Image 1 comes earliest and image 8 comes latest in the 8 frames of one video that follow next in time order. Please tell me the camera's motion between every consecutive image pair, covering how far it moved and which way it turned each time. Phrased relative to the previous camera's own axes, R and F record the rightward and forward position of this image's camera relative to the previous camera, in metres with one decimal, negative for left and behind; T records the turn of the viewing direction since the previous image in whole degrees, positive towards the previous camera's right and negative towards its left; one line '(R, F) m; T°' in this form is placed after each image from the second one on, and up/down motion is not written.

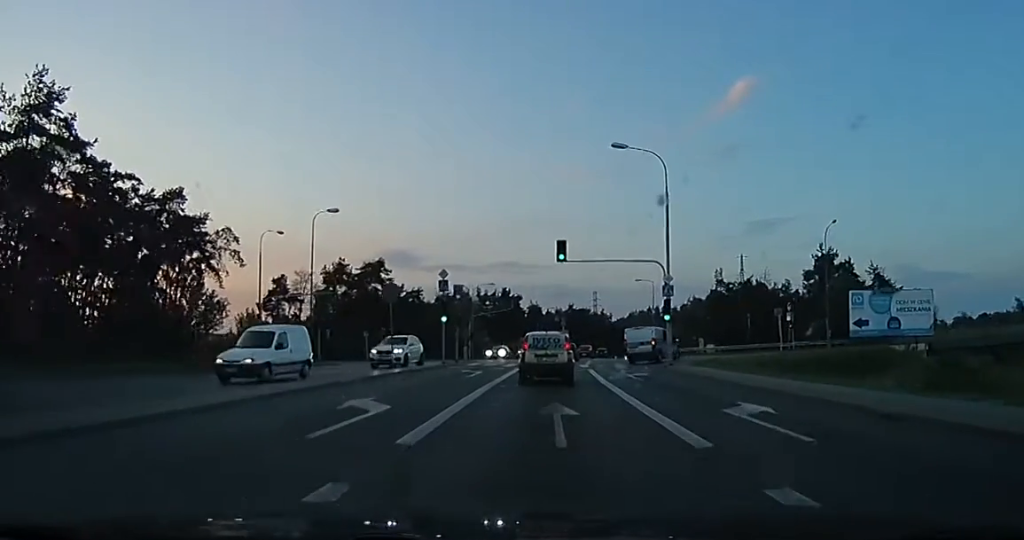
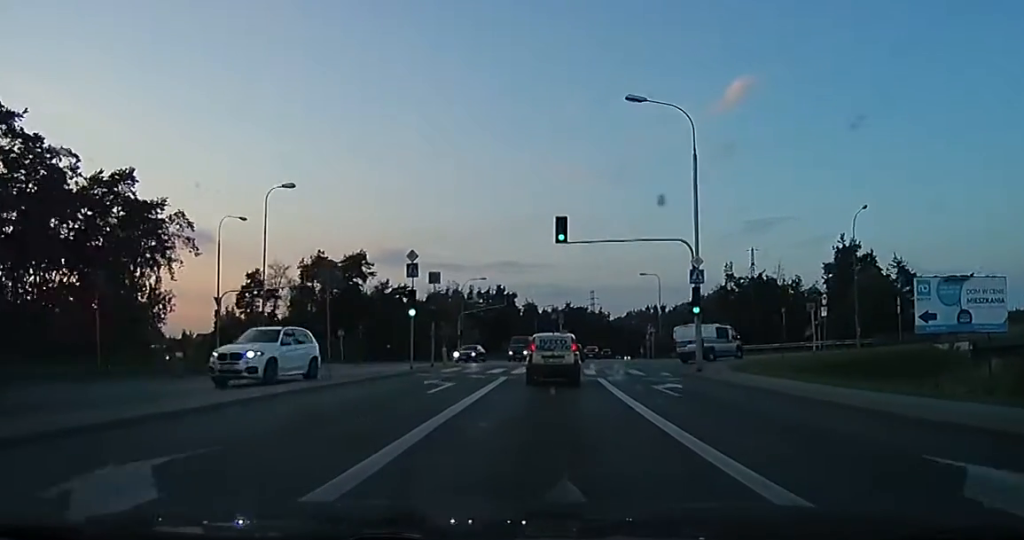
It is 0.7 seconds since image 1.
(0.0, +6.4) m; +2°
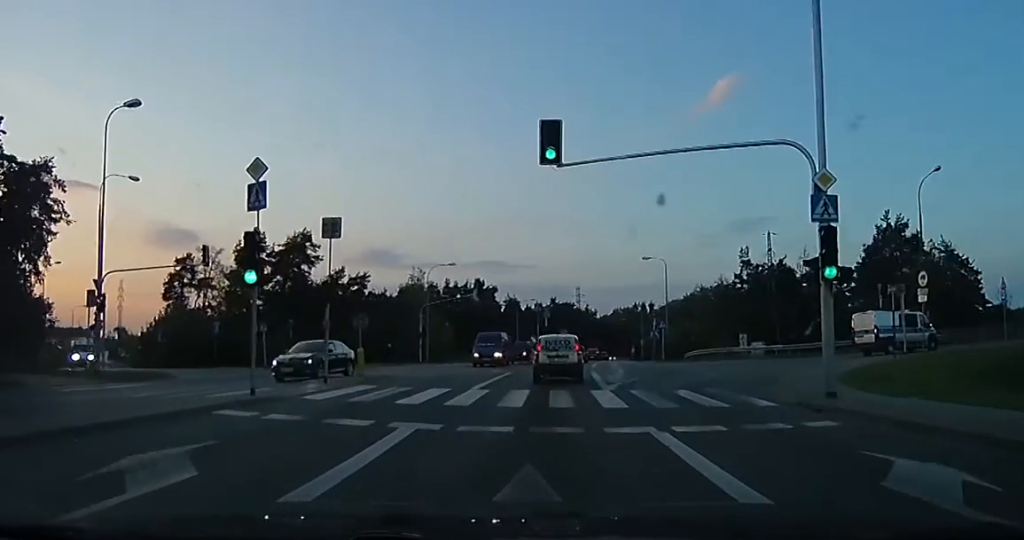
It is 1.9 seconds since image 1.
(+0.4, +11.8) m; +3°
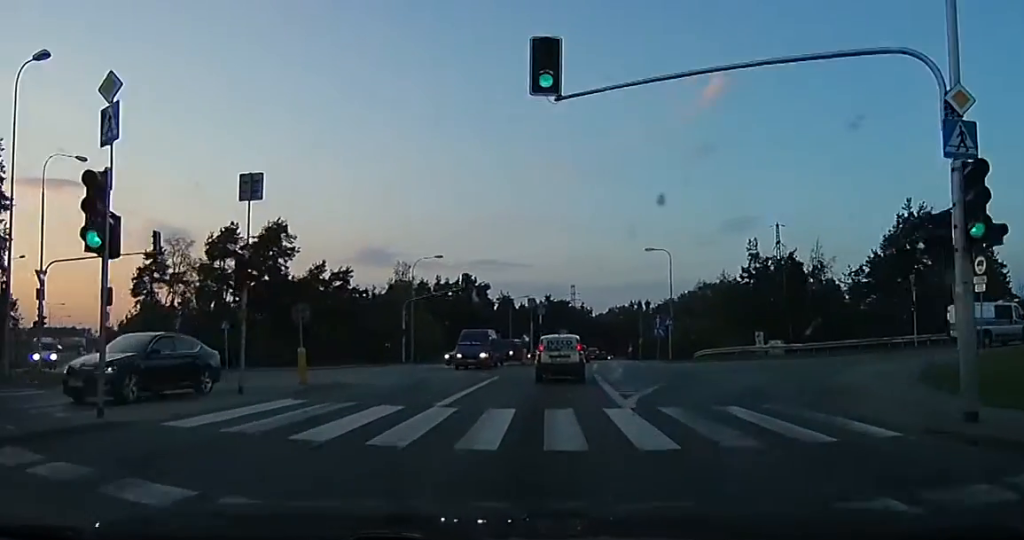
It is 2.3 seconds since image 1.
(0.0, +4.3) m; +1°
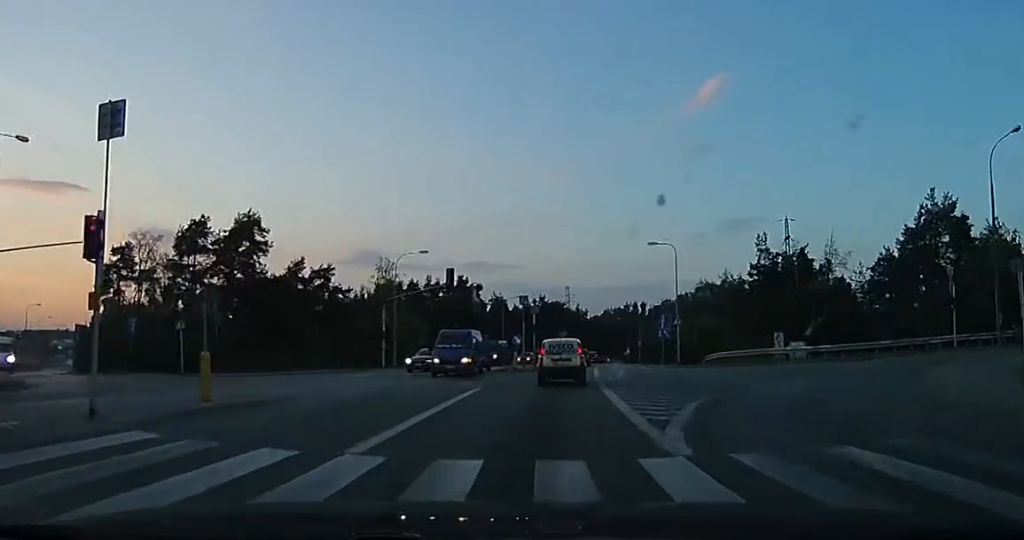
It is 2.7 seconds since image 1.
(-0.1, +4.0) m; +1°
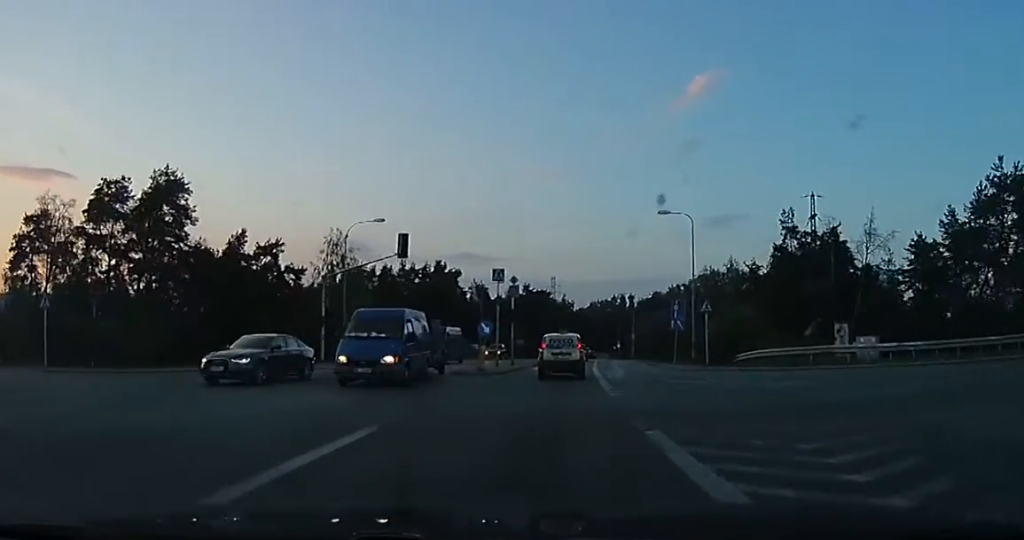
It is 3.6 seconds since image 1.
(+0.2, +8.8) m; 0°
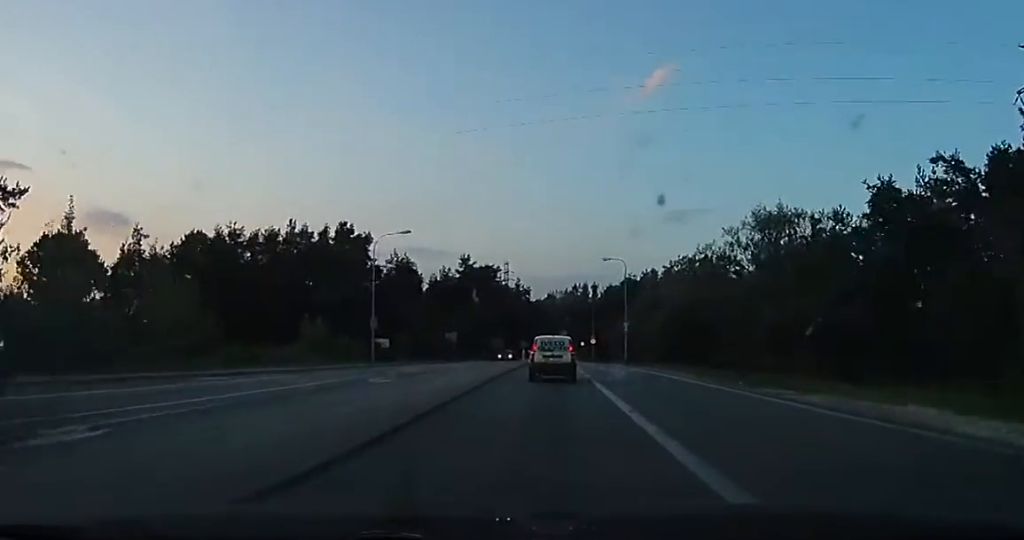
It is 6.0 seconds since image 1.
(-0.8, +29.9) m; +2°
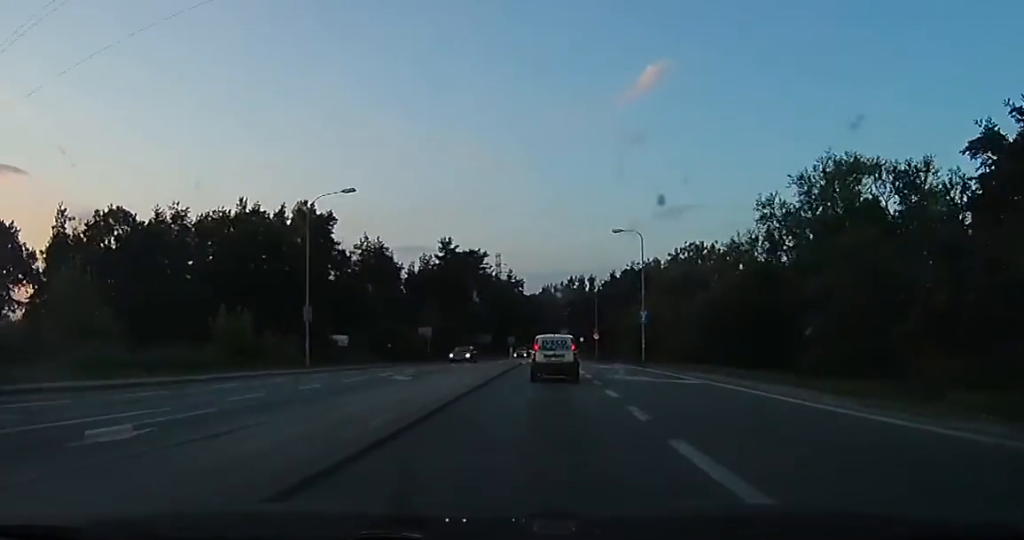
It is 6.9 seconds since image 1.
(+0.7, +11.3) m; 0°
